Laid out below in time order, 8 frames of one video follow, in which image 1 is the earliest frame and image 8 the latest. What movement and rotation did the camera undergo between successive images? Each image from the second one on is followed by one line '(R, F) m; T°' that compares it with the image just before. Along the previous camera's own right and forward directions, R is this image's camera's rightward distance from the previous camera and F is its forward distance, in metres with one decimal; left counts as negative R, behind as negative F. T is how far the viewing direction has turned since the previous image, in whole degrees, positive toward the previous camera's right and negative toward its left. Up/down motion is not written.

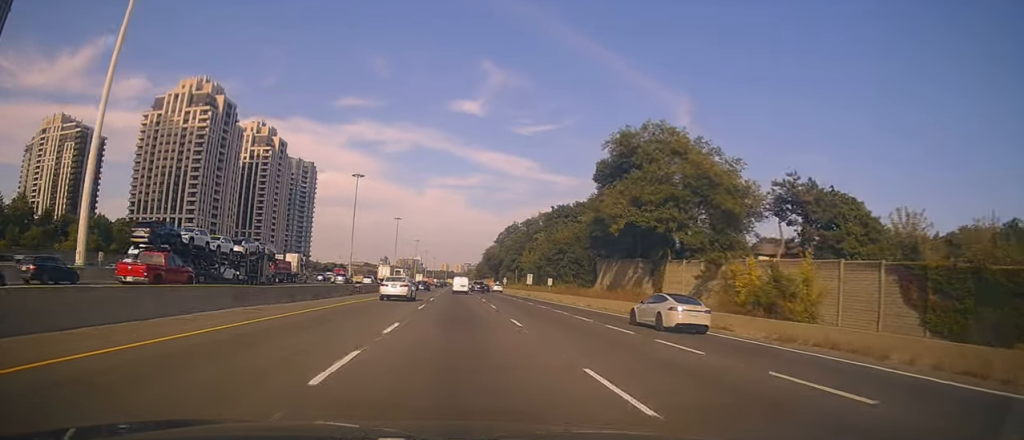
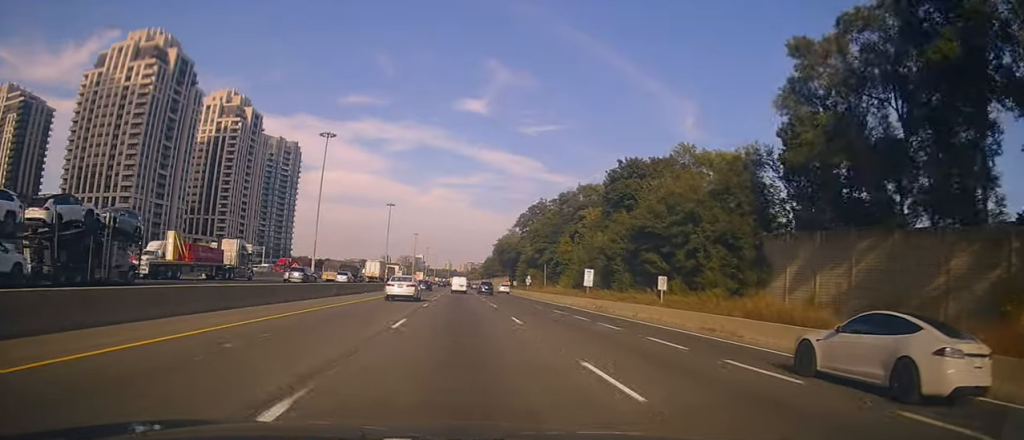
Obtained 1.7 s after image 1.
(+0.4, +45.6) m; 0°
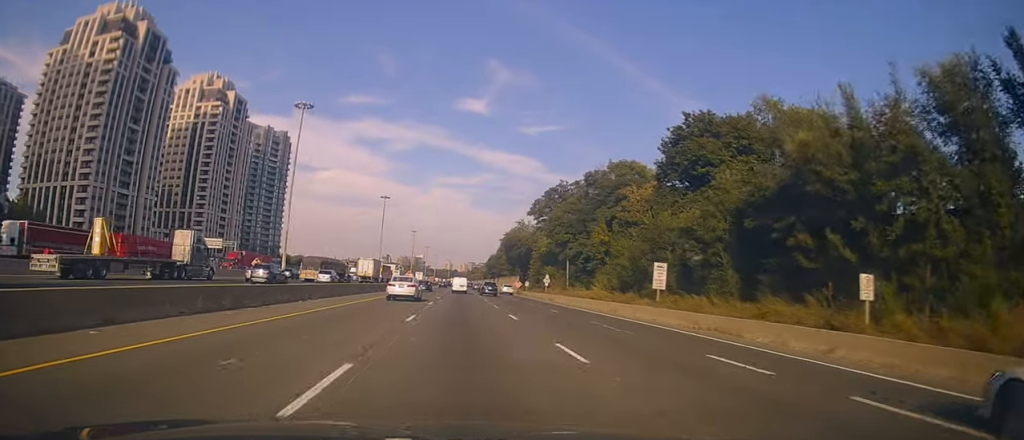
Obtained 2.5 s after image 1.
(-0.3, +21.7) m; -1°
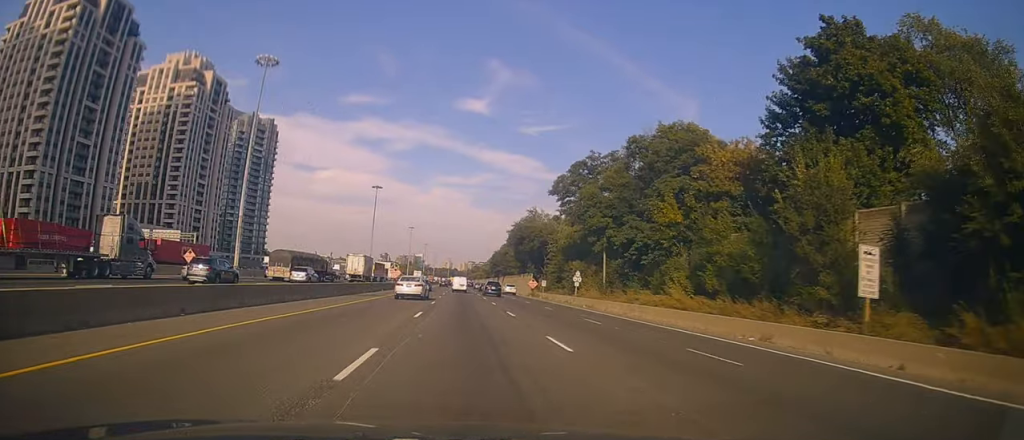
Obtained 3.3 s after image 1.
(-0.1, +22.7) m; +1°
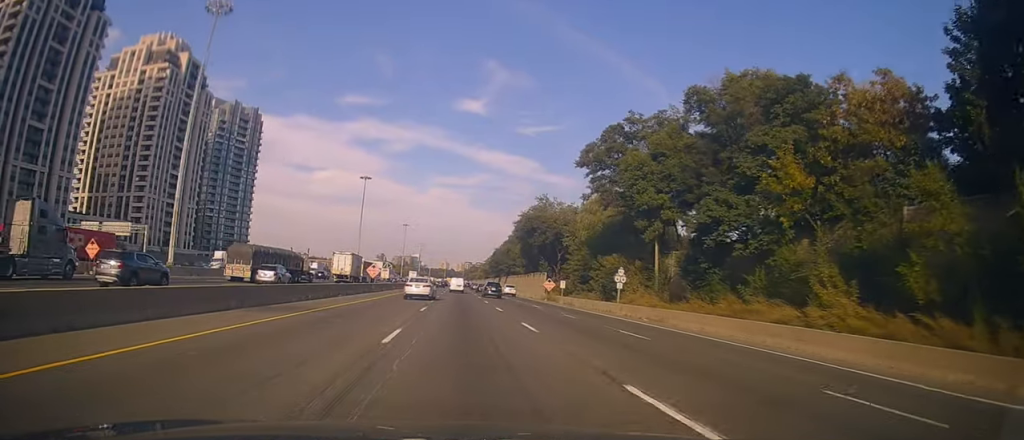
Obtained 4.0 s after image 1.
(+0.2, +18.9) m; 0°
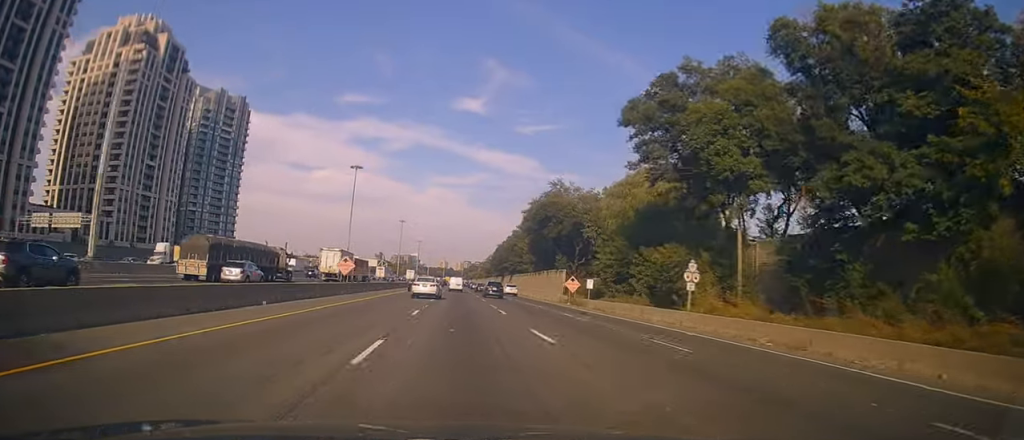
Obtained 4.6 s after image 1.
(+0.2, +15.2) m; 0°
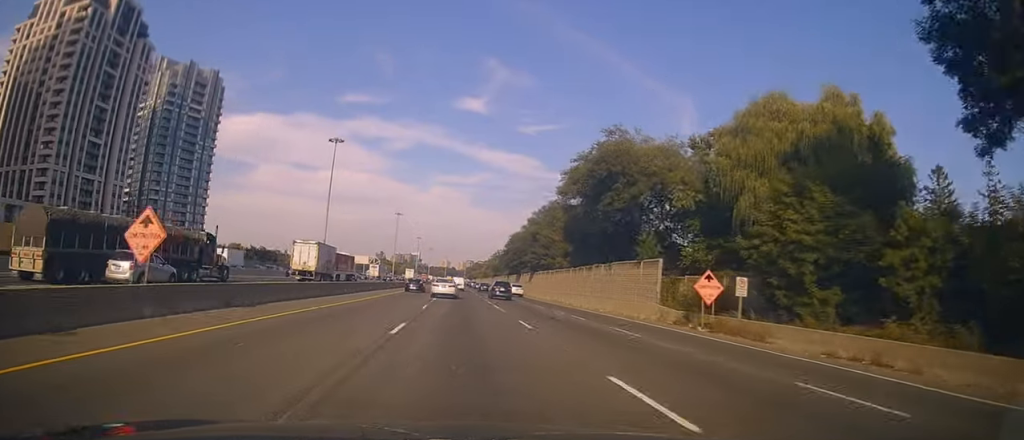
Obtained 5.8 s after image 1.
(-0.5, +31.4) m; -1°
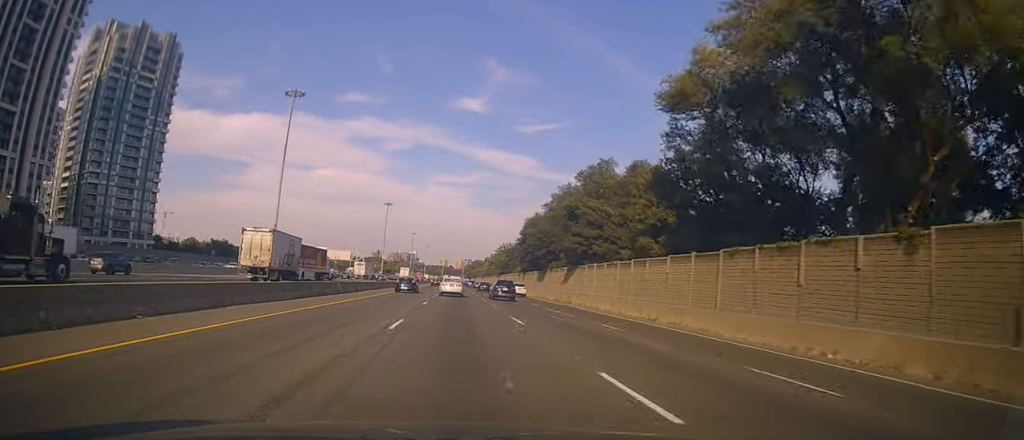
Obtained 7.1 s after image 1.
(+0.2, +35.1) m; 0°
